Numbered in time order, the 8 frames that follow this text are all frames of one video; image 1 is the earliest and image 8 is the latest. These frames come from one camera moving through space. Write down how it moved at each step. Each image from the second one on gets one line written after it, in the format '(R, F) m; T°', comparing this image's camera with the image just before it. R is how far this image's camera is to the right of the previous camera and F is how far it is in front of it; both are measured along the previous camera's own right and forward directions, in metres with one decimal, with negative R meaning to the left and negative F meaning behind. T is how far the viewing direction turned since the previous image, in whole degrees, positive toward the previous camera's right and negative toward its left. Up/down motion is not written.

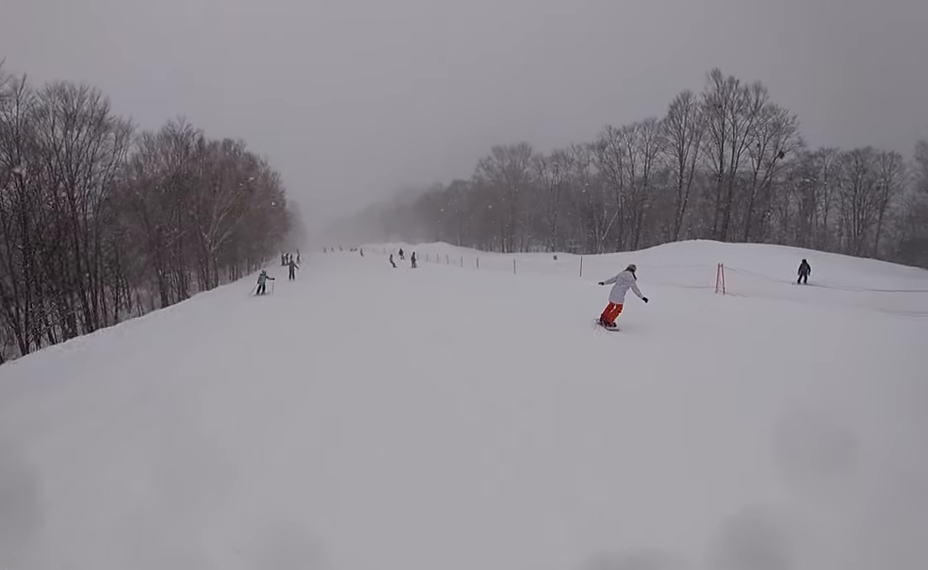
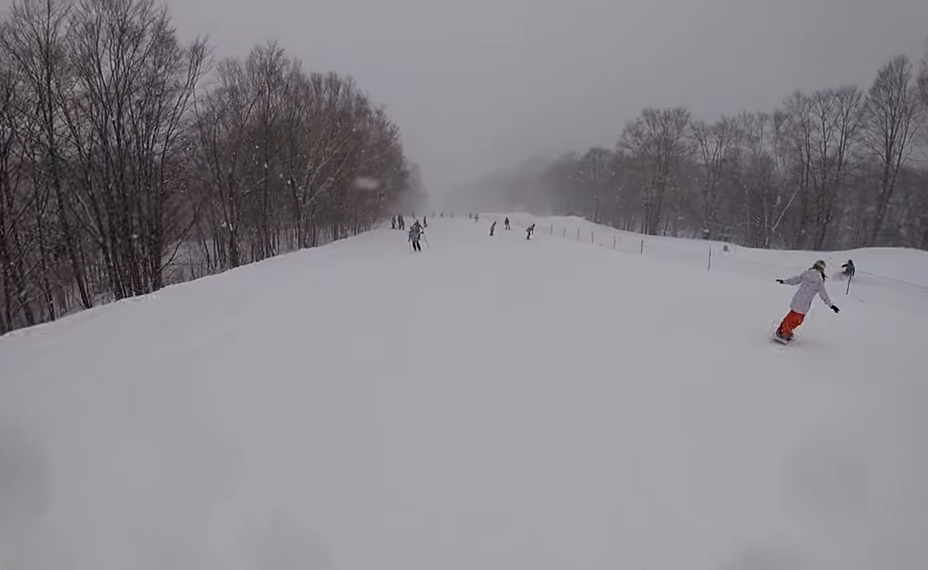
(-1.1, +9.6) m; -2°
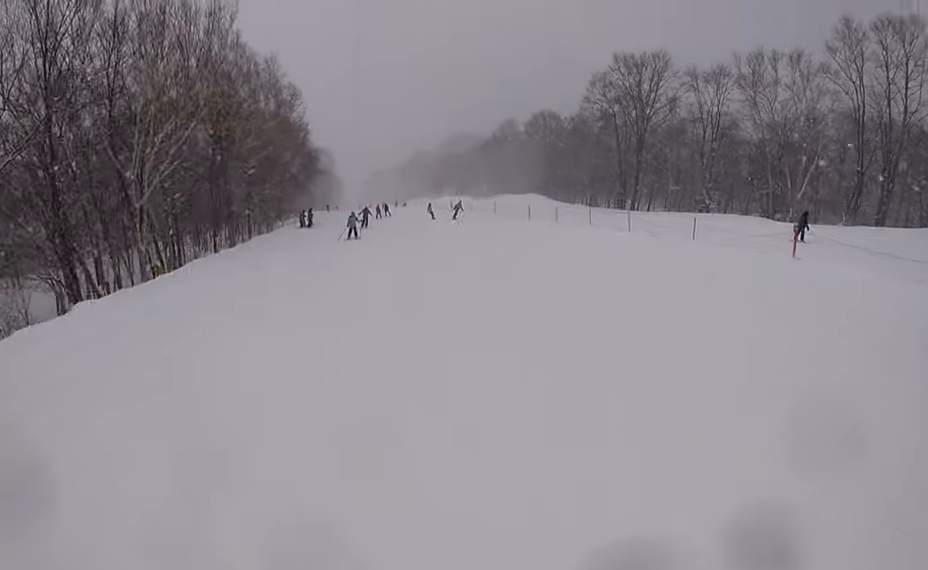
(+4.2, +14.8) m; +10°
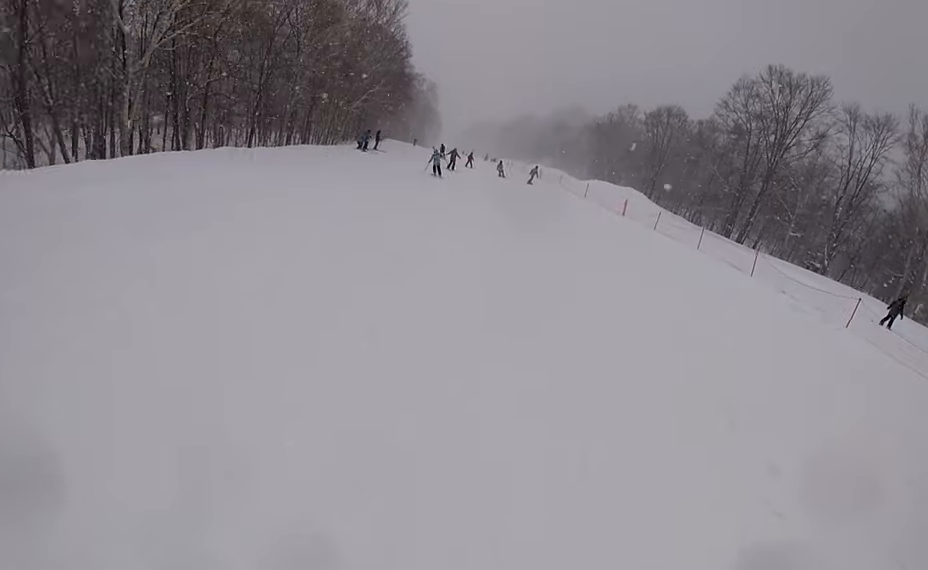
(-0.8, +5.6) m; -12°
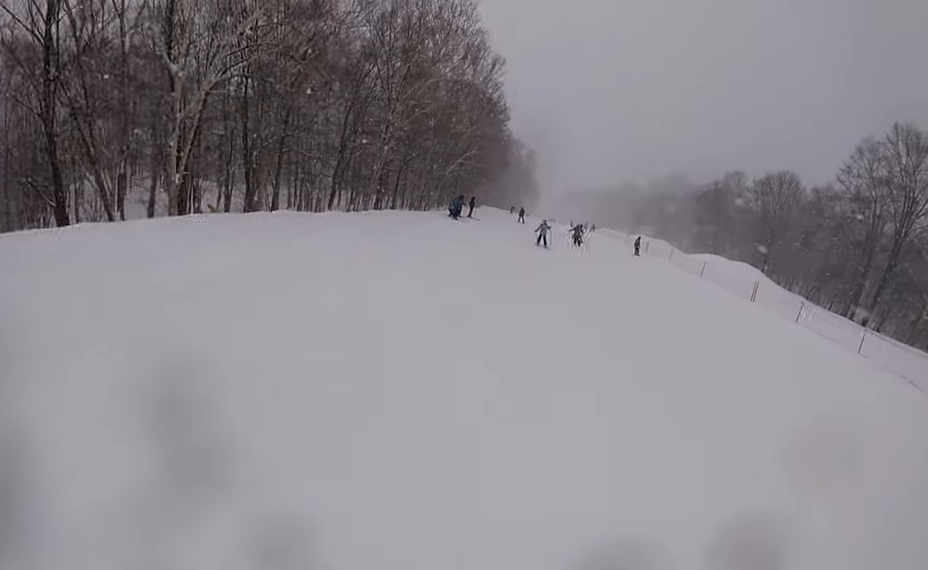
(-0.5, +4.2) m; -4°
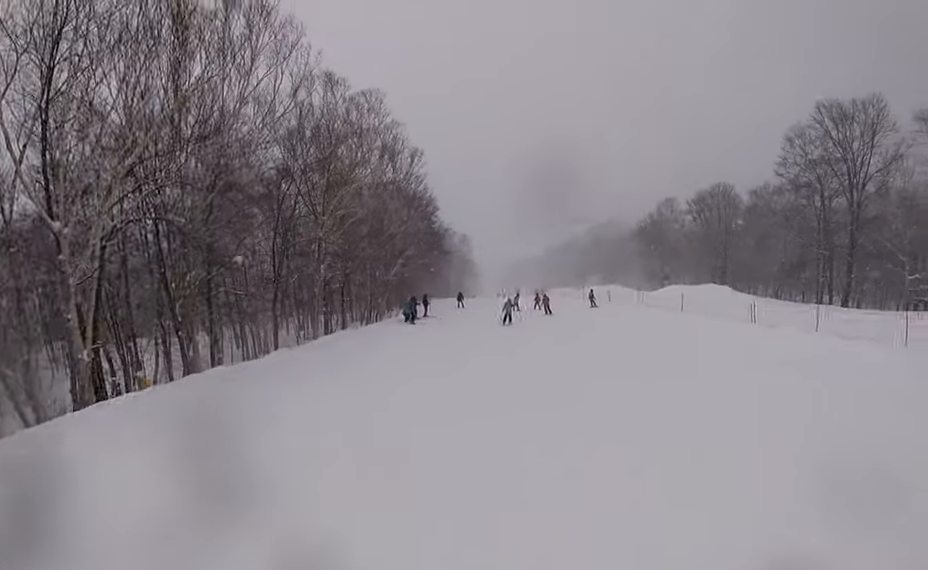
(+0.1, +3.2) m; +8°
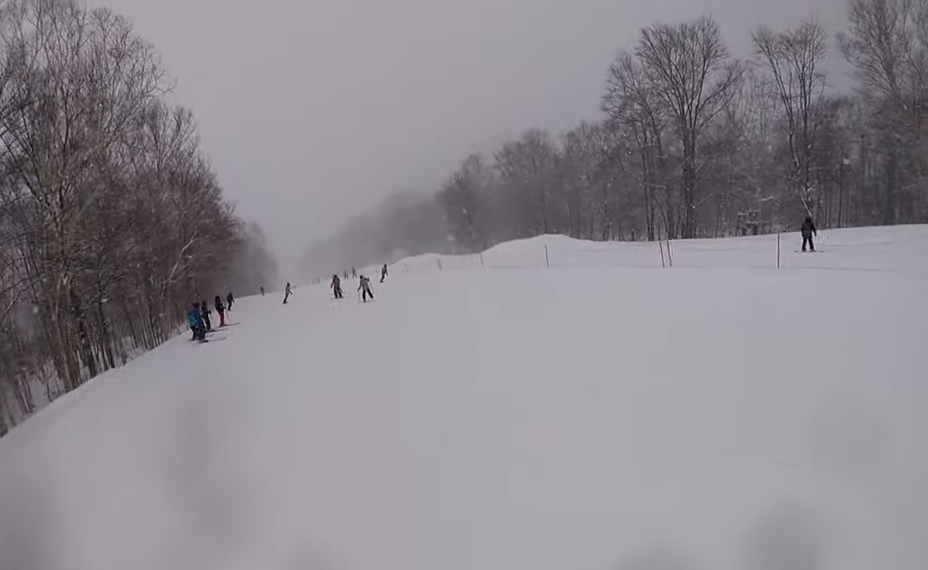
(+1.7, +7.7) m; +13°
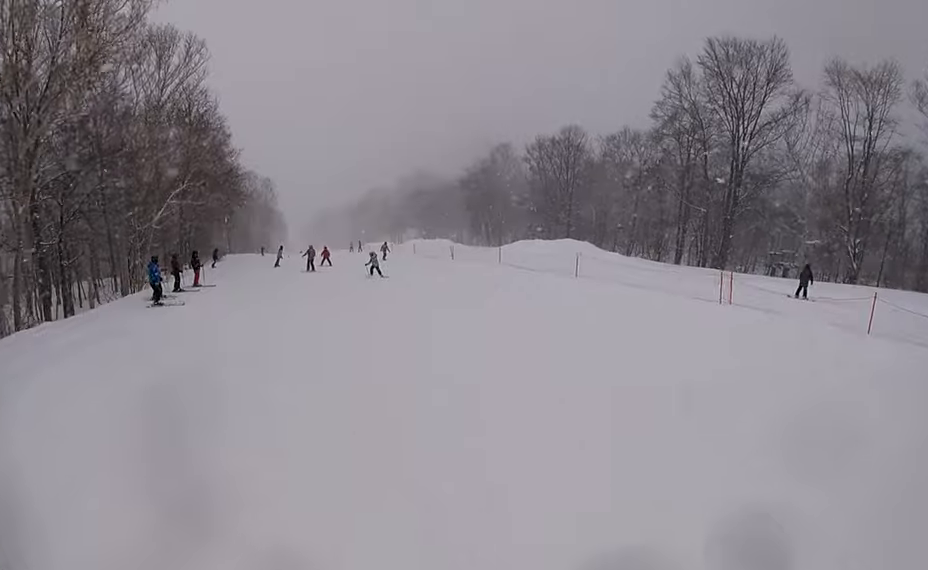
(-0.1, +3.6) m; -5°
